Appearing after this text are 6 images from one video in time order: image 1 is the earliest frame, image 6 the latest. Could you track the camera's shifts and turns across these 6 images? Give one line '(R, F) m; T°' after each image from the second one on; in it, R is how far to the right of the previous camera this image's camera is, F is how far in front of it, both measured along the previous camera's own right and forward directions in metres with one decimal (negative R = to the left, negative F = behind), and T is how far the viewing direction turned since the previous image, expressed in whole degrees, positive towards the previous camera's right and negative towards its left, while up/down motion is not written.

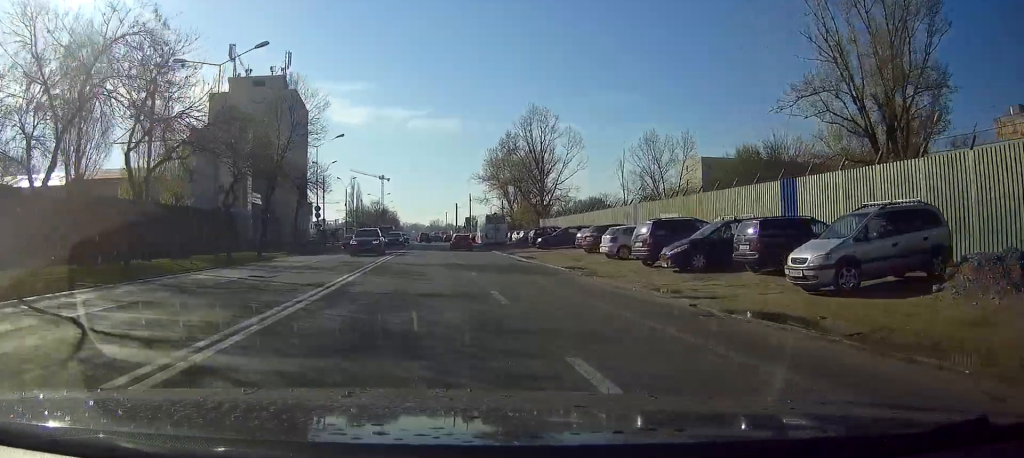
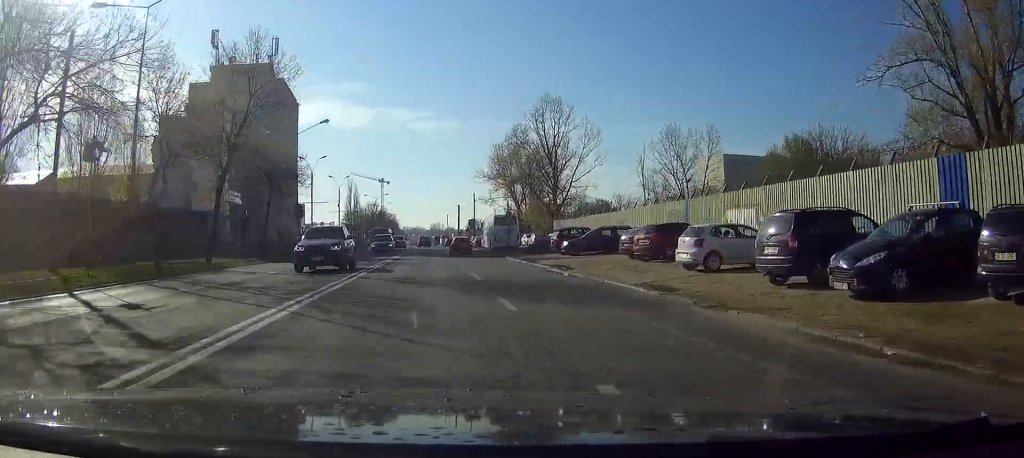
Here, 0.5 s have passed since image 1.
(0.0, +10.3) m; 0°
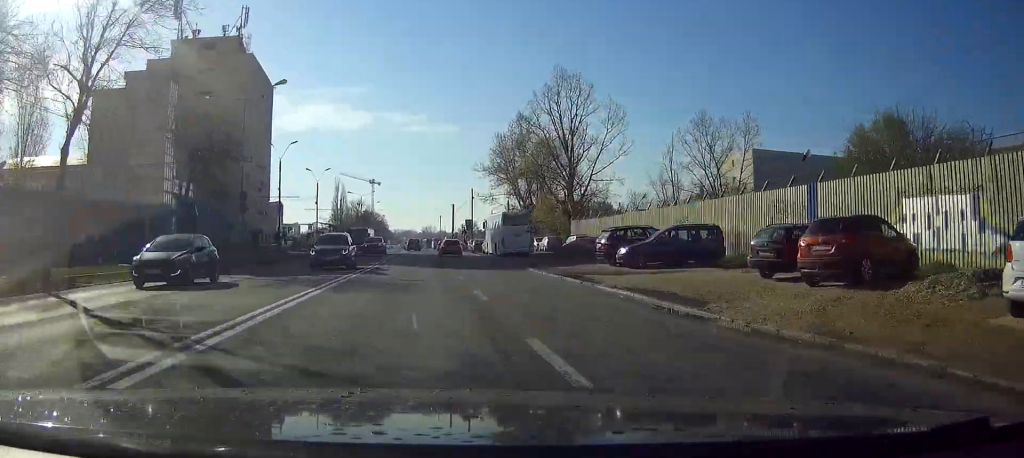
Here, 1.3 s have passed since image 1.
(+0.1, +14.8) m; 0°
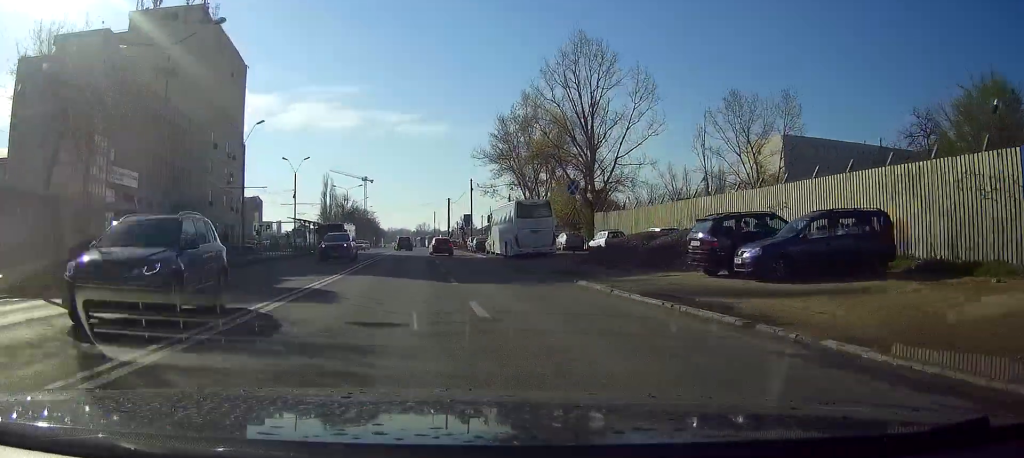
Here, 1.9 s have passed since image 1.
(0.0, +12.2) m; 0°
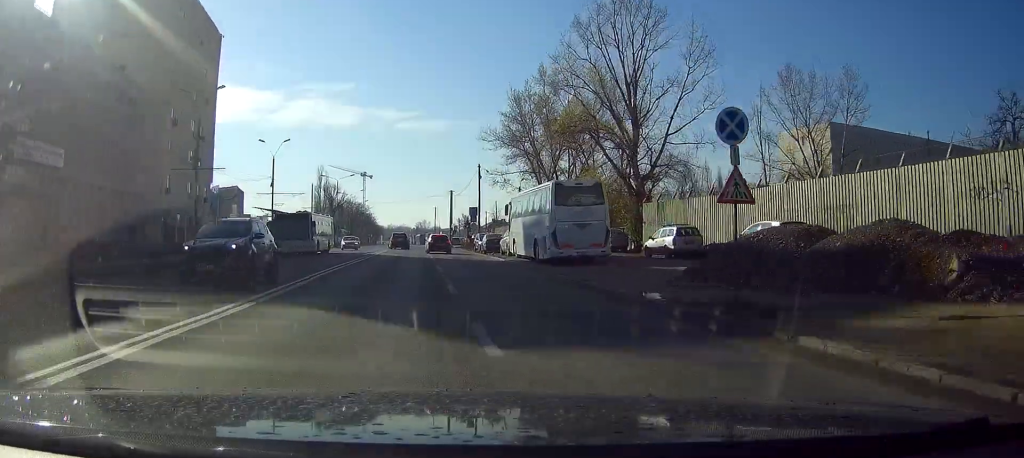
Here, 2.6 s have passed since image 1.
(0.0, +12.7) m; 0°
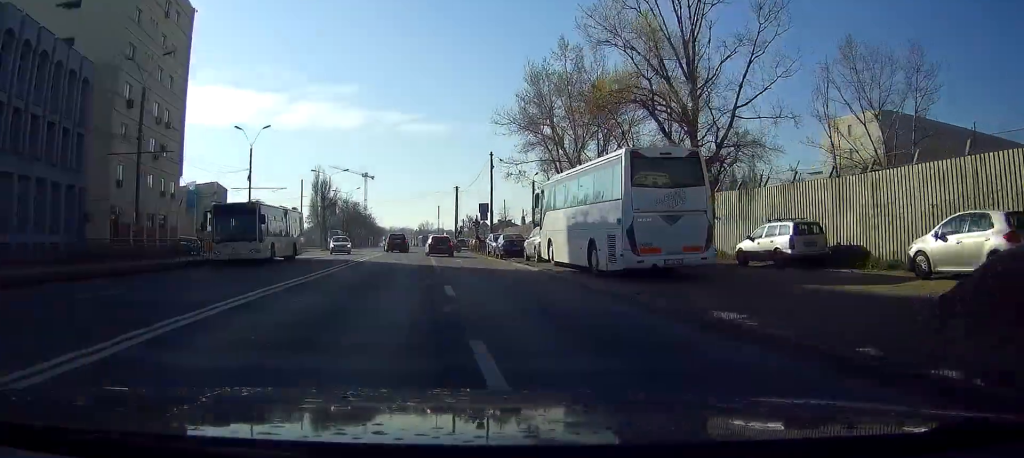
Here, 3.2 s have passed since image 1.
(0.0, +10.7) m; 0°
